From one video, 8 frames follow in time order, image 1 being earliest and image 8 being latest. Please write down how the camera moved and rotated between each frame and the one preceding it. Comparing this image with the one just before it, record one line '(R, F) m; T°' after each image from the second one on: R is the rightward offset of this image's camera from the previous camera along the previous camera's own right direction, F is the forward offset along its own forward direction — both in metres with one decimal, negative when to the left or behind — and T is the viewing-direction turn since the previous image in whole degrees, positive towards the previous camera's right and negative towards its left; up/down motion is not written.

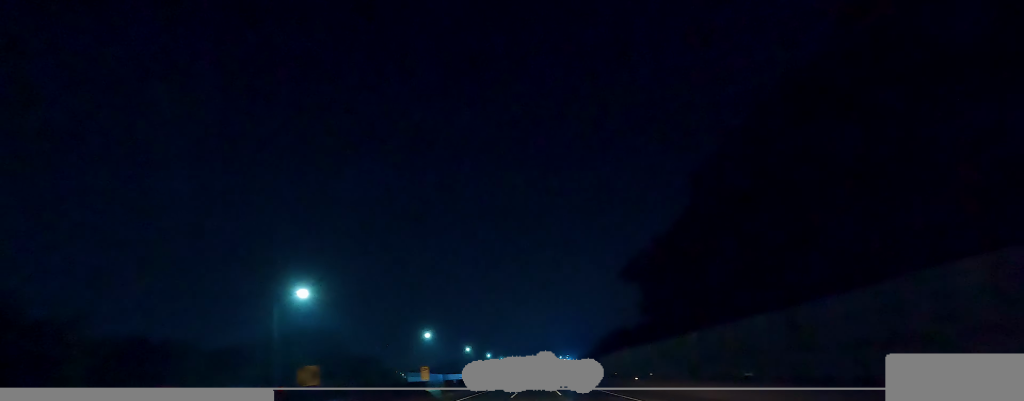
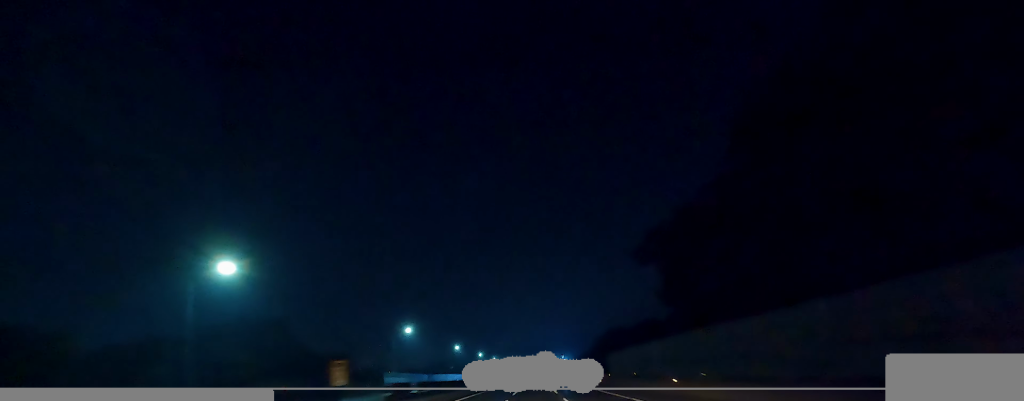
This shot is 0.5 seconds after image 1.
(0.0, +15.1) m; 0°
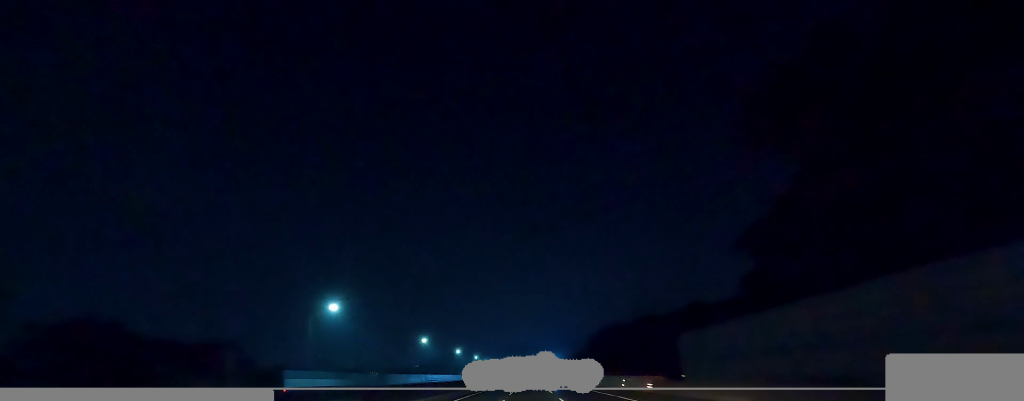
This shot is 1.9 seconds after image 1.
(+0.5, +38.3) m; +3°
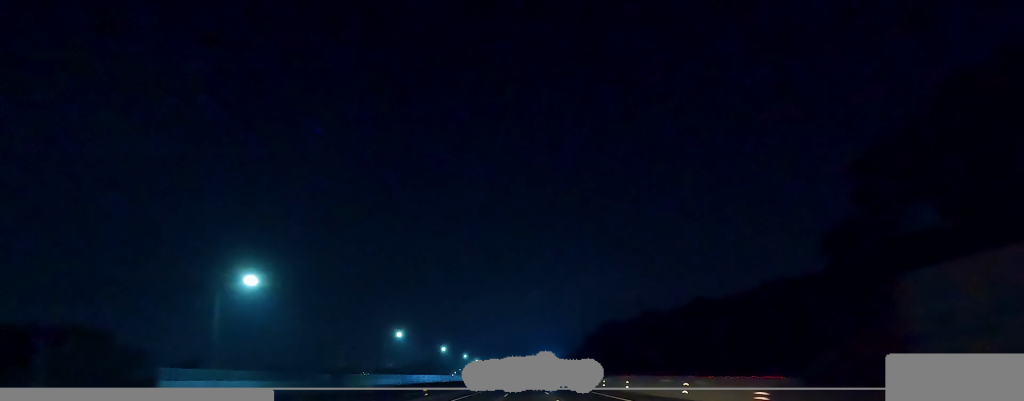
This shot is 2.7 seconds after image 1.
(+0.5, +21.5) m; +1°
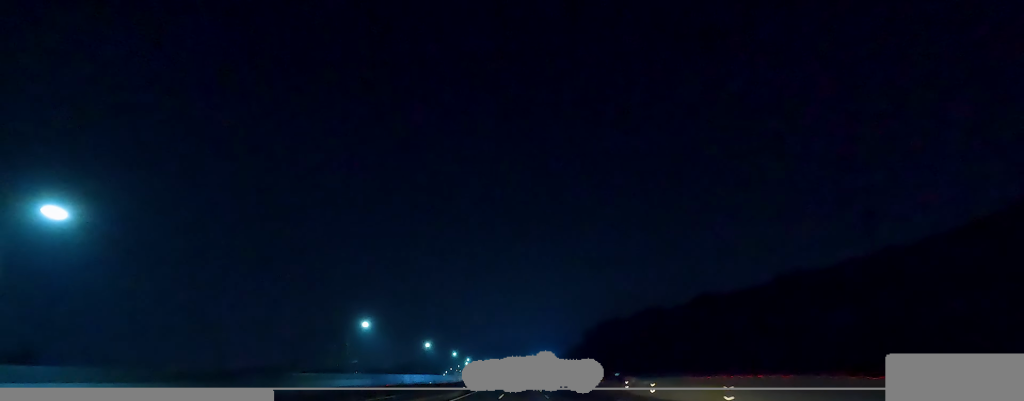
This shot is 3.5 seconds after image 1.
(+0.1, +22.4) m; 0°
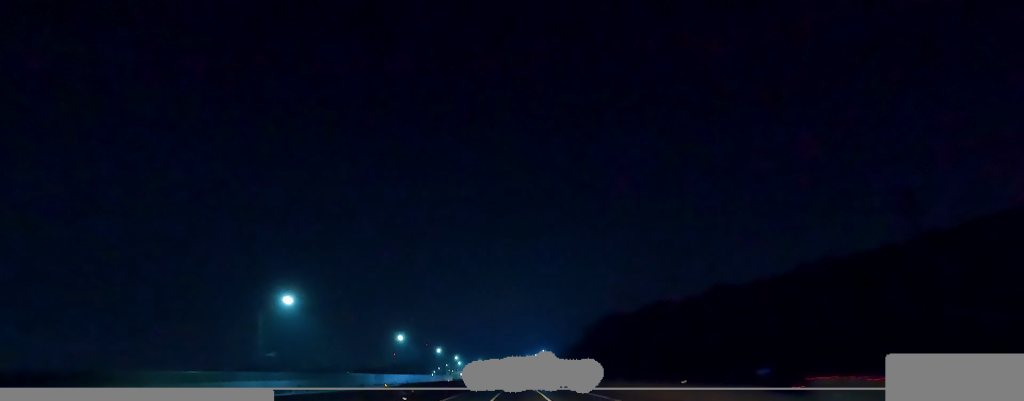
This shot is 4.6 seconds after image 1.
(-0.2, +31.0) m; +1°
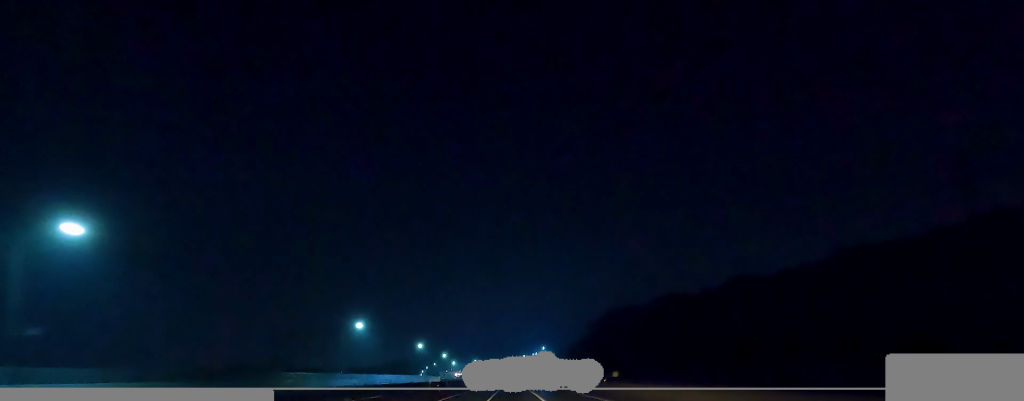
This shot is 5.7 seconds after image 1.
(+0.9, +32.2) m; 0°
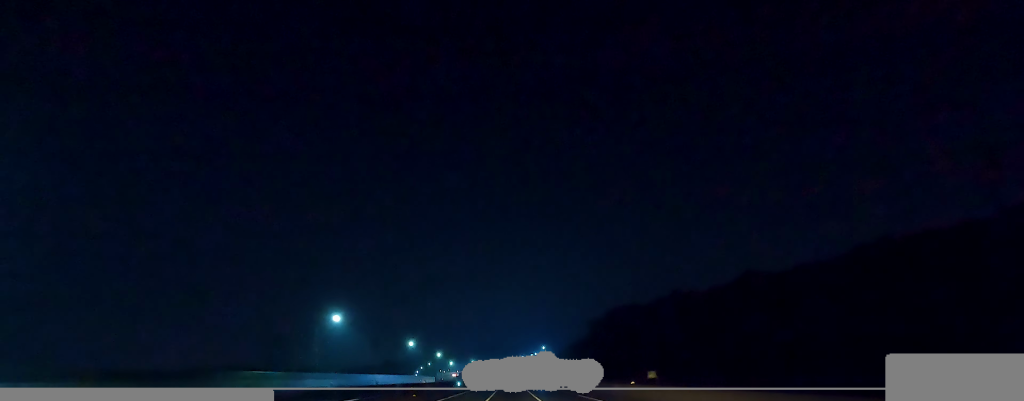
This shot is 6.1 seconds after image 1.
(+0.5, +12.3) m; -1°
